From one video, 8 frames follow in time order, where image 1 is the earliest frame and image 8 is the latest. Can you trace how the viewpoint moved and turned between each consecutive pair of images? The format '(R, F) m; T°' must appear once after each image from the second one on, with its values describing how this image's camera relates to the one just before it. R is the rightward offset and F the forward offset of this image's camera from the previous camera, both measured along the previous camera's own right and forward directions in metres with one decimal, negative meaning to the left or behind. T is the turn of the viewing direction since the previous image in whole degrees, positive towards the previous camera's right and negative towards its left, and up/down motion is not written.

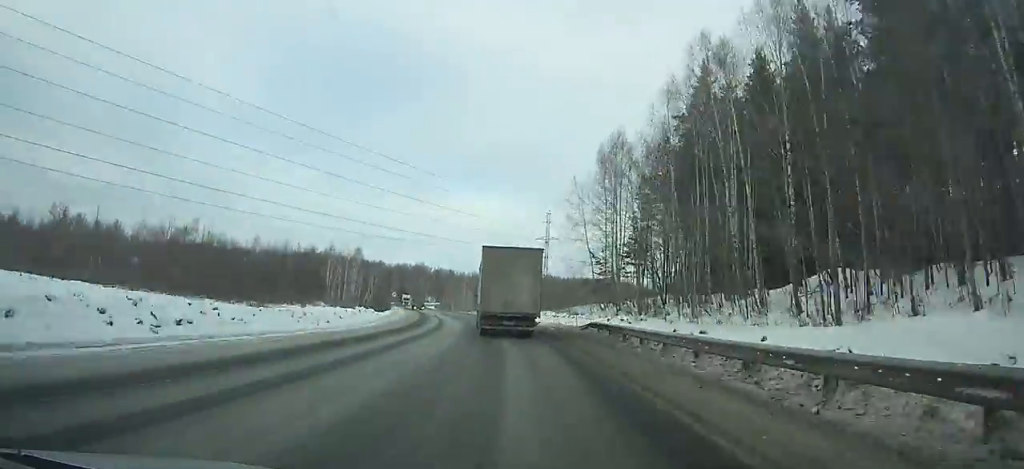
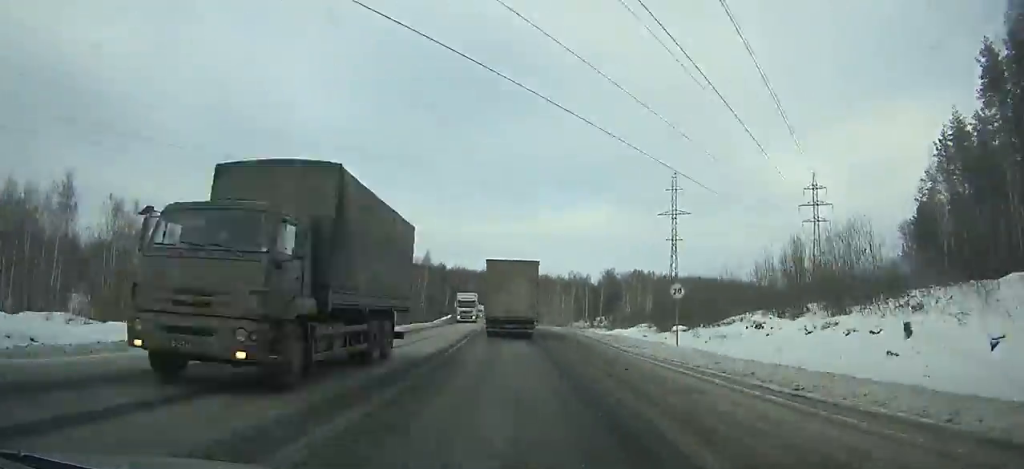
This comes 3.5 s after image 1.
(-4.9, +62.2) m; -8°
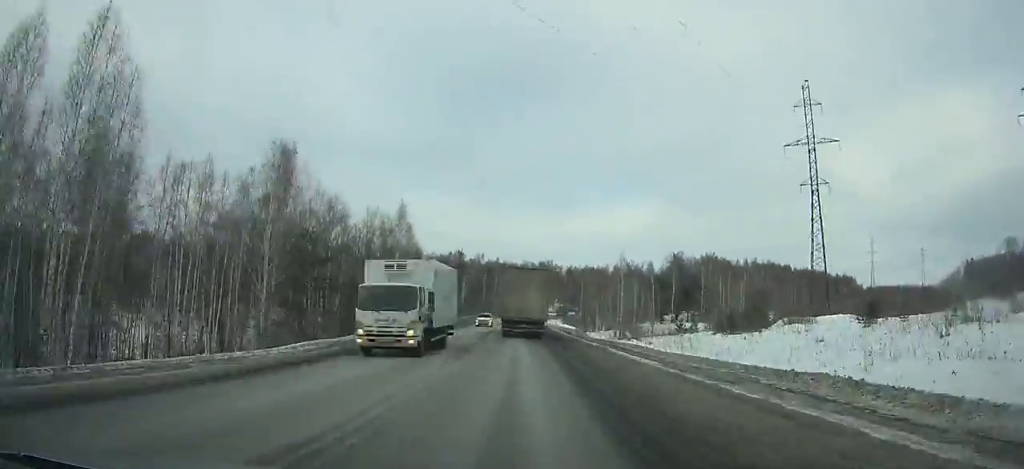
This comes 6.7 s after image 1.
(-2.9, +57.3) m; -4°
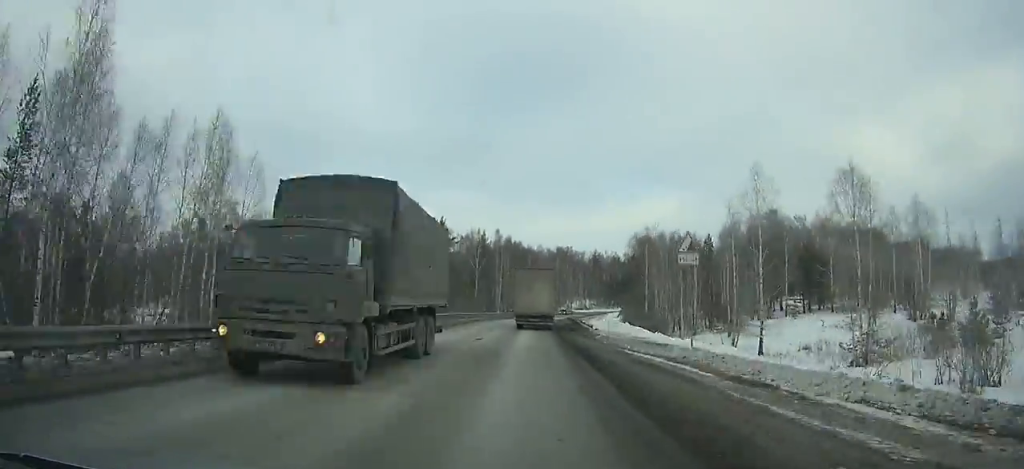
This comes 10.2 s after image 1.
(-0.9, +63.1) m; 0°
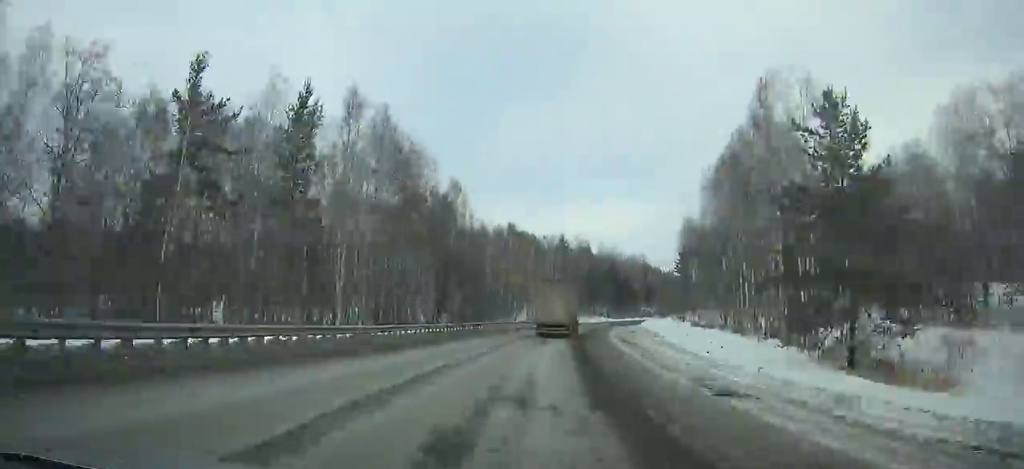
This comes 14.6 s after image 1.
(+7.1, +79.4) m; +11°
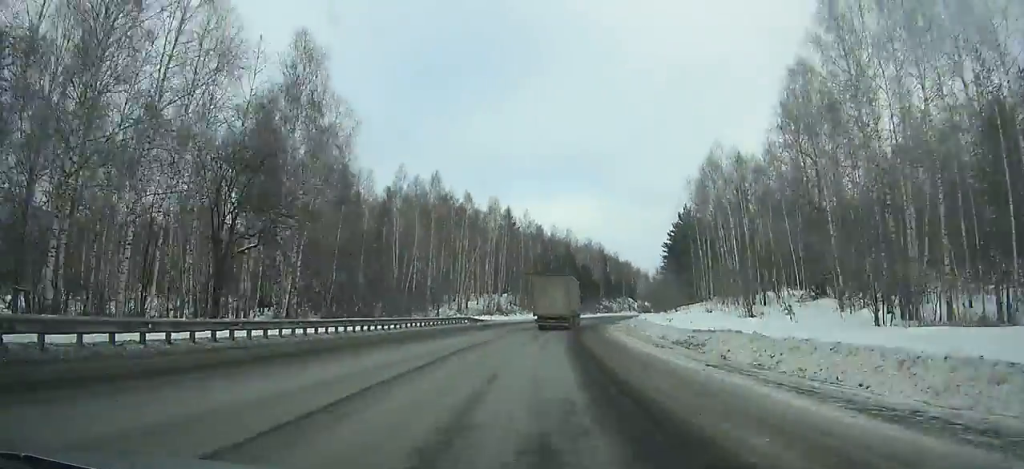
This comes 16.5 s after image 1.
(+2.7, +34.9) m; +4°
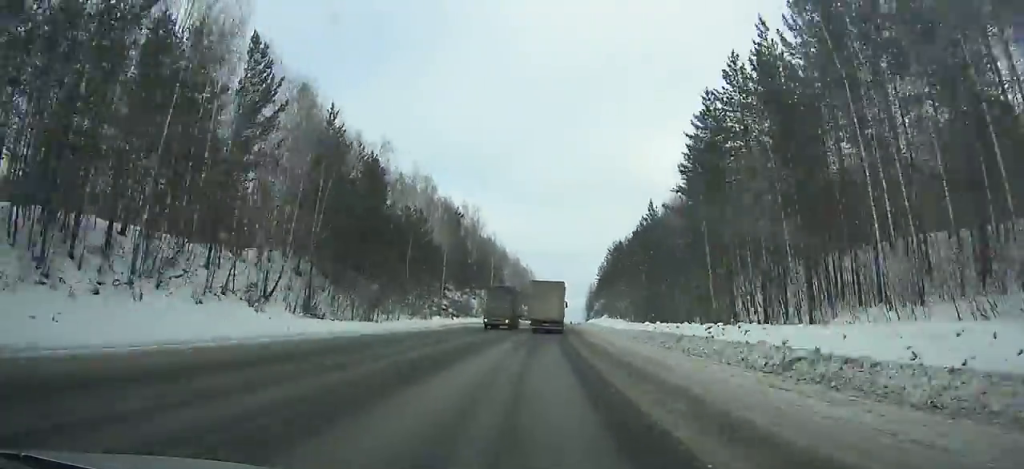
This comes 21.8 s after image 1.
(+0.2, +100.9) m; +5°
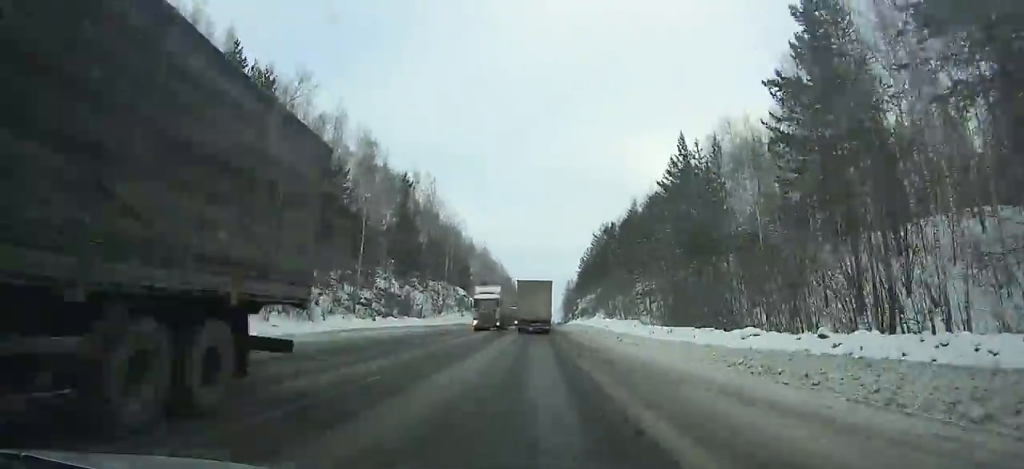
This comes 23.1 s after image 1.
(+0.7, +25.3) m; +3°
